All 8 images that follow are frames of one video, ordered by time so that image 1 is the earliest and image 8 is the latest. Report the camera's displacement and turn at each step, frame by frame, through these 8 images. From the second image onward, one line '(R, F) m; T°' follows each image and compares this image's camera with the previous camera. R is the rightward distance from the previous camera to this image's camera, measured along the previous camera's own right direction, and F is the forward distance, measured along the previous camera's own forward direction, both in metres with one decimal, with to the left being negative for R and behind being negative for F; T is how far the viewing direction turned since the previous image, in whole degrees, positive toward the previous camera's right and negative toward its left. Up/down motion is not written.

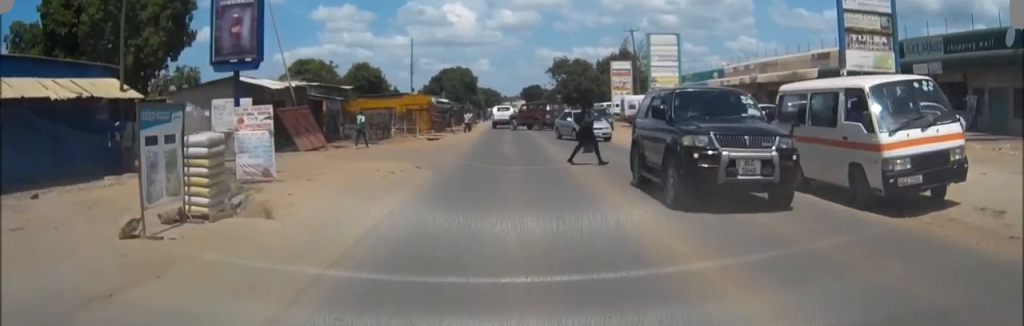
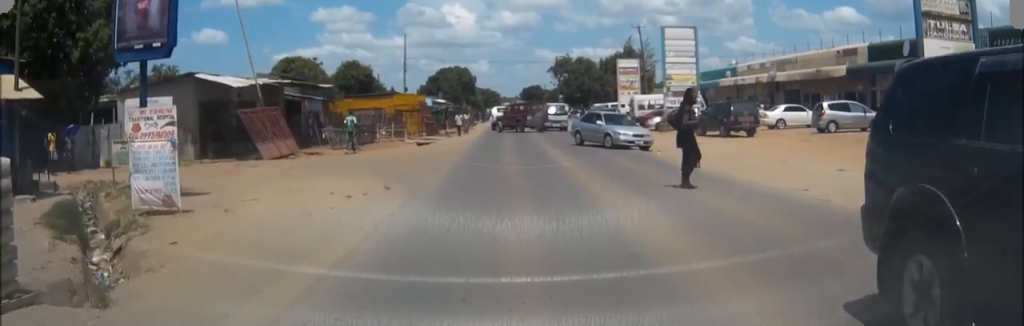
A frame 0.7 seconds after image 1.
(+0.1, +5.1) m; +1°
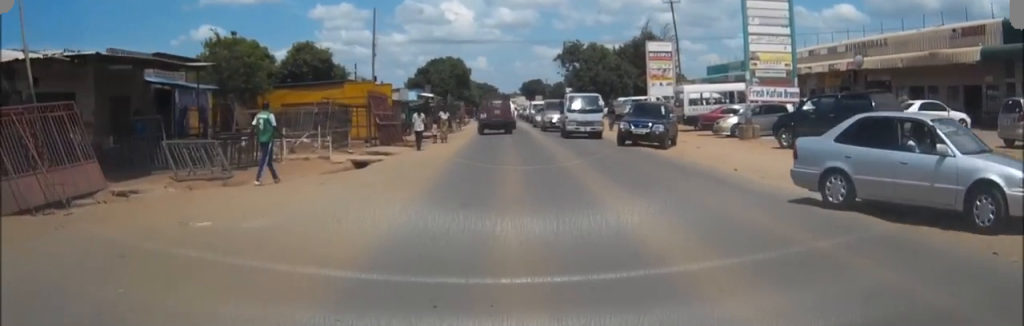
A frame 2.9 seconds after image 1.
(-0.2, +16.8) m; -2°
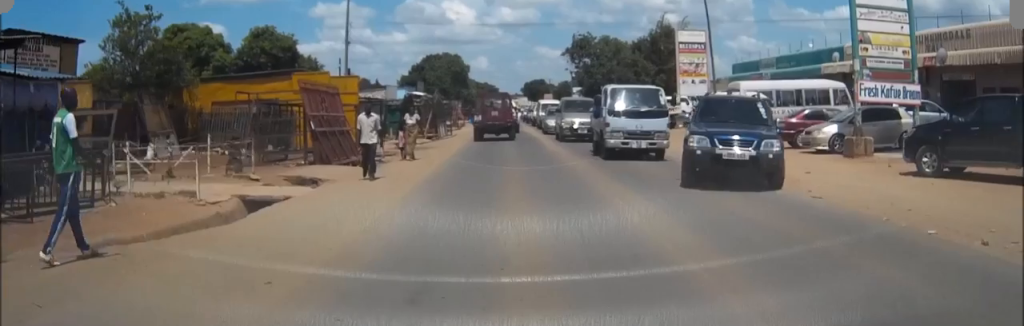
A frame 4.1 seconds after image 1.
(-0.1, +10.1) m; -1°
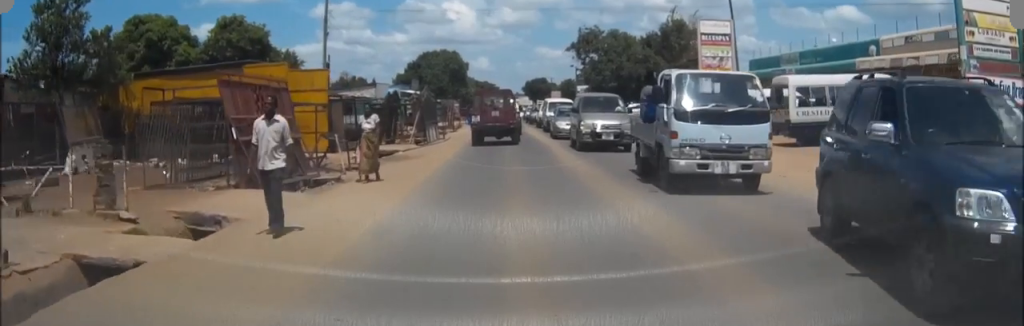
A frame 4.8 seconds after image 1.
(-0.3, +5.6) m; +2°
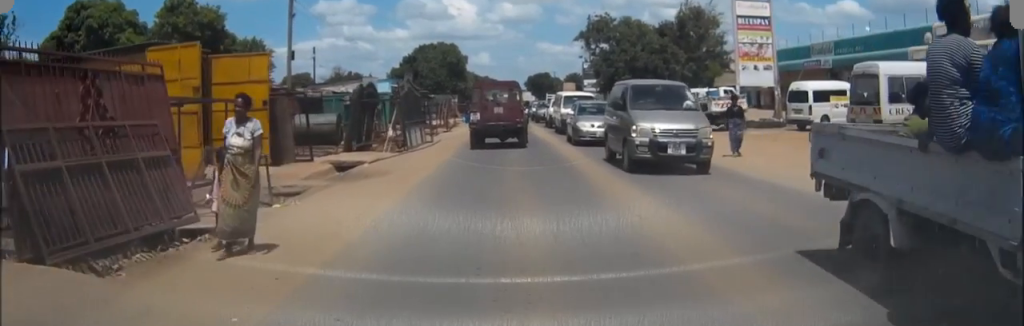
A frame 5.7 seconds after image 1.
(+0.5, +7.1) m; +2°
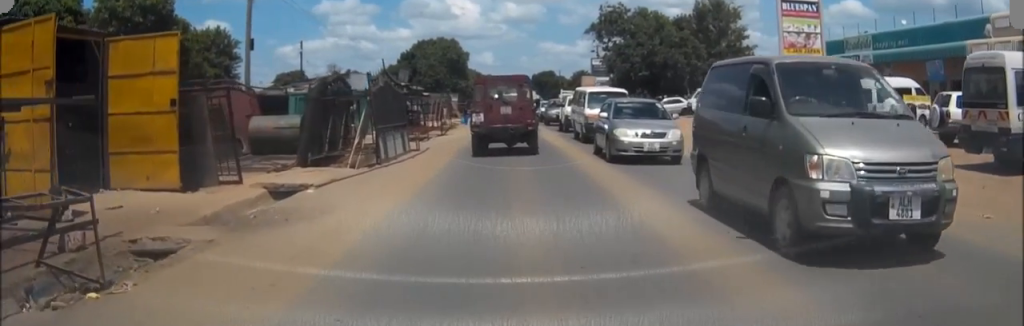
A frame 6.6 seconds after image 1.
(-0.1, +6.2) m; -2°
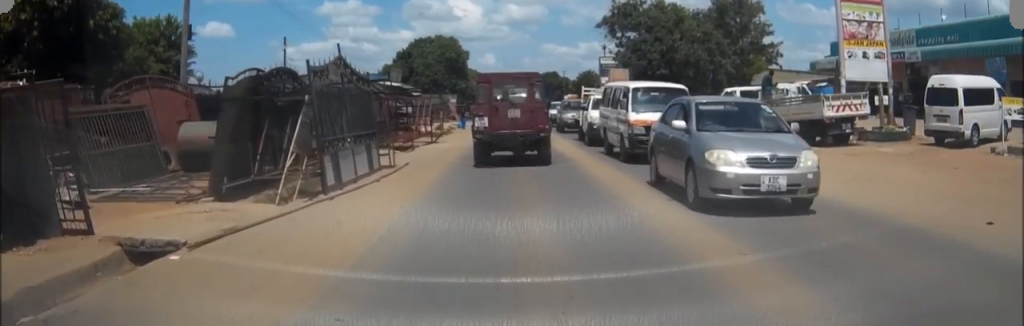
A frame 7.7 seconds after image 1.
(-0.2, +6.3) m; -2°
